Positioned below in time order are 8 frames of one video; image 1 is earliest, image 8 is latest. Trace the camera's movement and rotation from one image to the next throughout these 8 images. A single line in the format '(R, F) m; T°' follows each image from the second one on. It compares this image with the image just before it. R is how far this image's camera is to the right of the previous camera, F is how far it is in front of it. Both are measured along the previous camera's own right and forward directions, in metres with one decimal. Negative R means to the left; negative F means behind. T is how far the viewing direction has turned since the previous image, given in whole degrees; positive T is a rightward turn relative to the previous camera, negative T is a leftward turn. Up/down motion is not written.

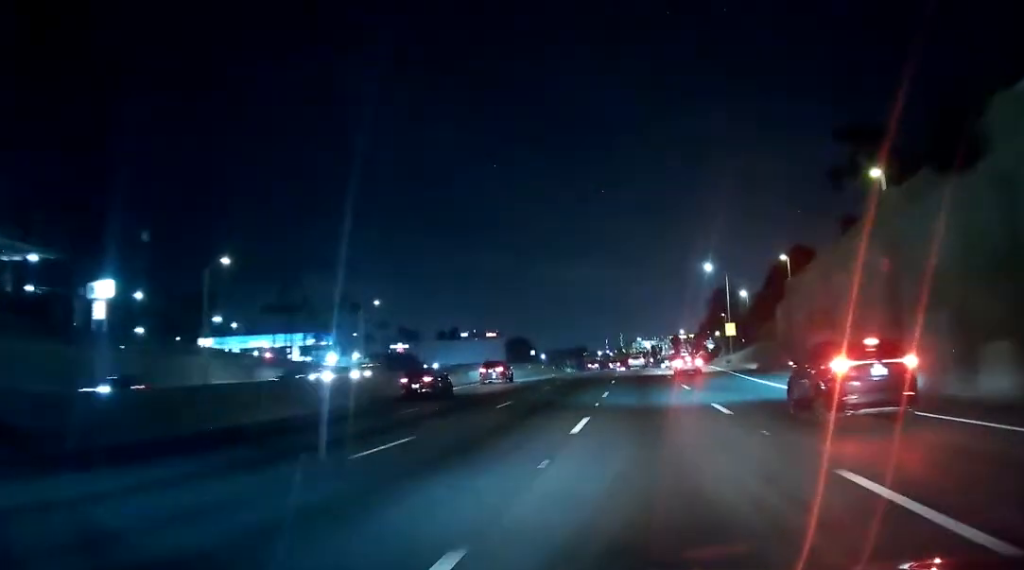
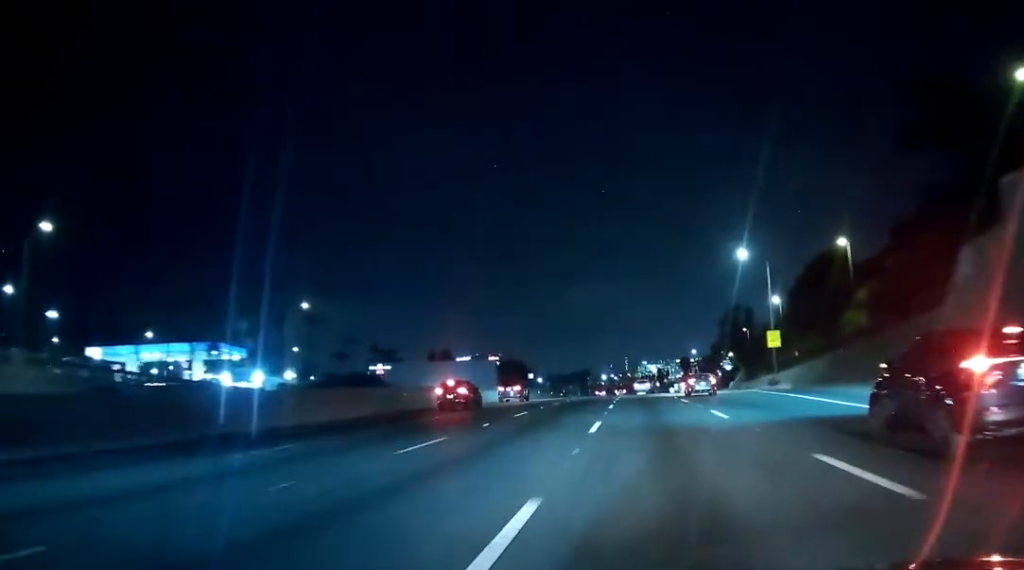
(-0.1, +26.1) m; 0°
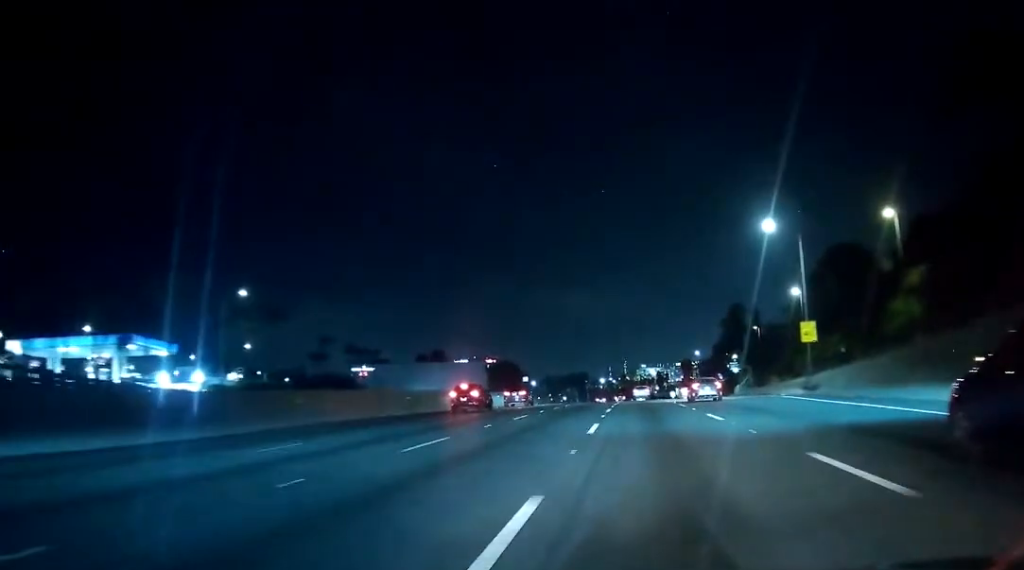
(0.0, +15.0) m; 0°
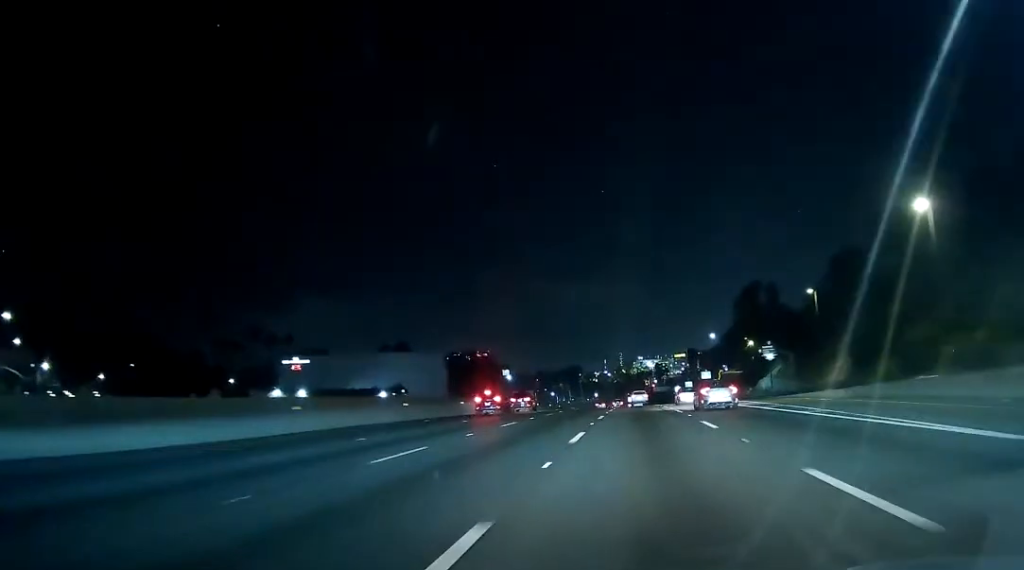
(+0.3, +45.3) m; 0°
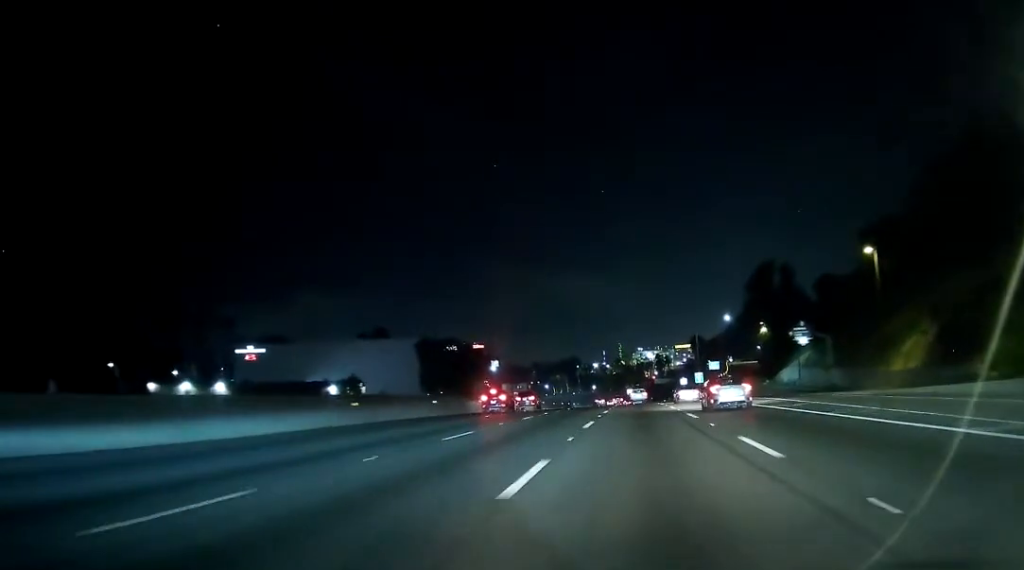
(-0.2, +22.4) m; +1°
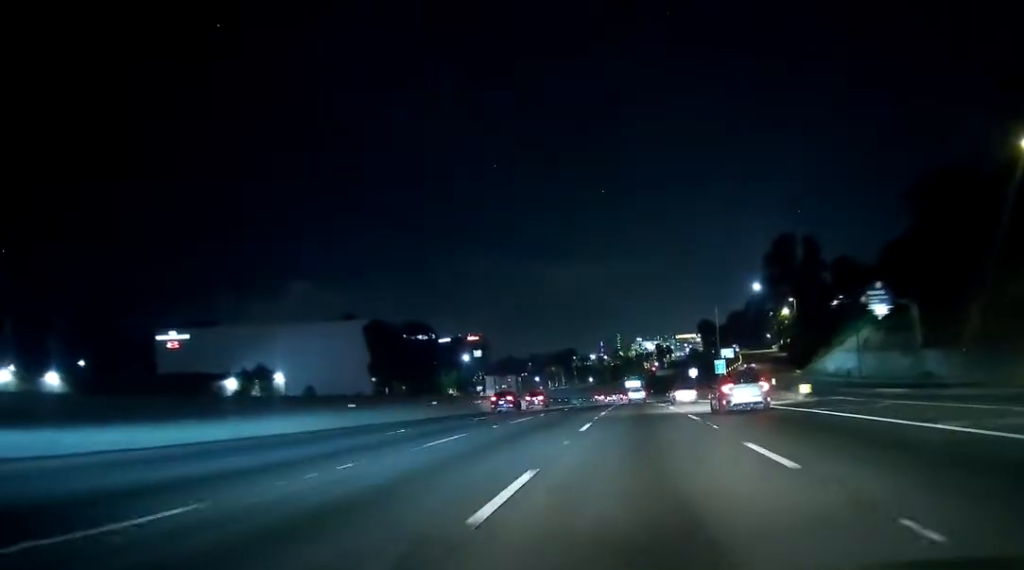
(+0.4, +30.1) m; 0°
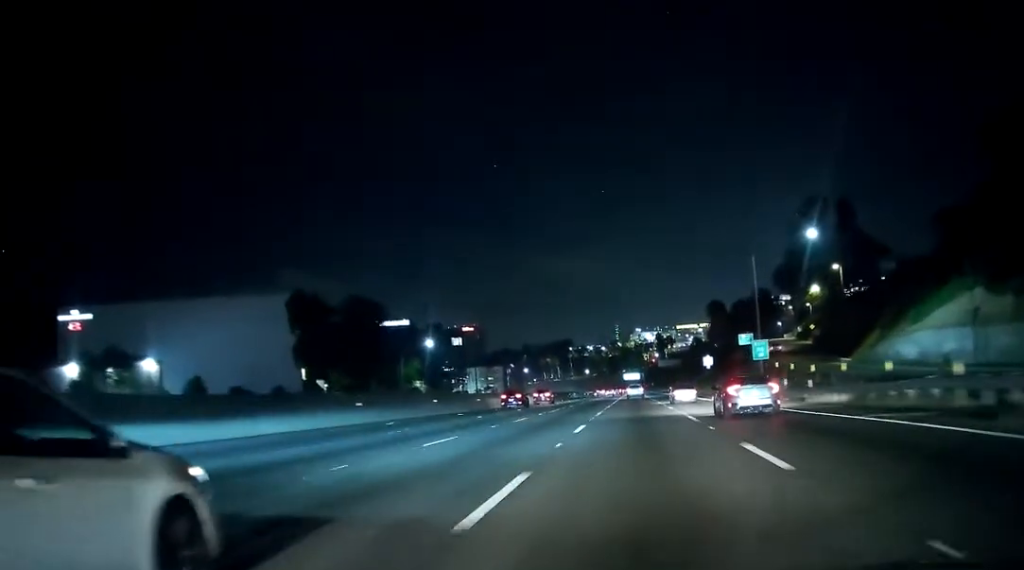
(-0.5, +29.0) m; -1°
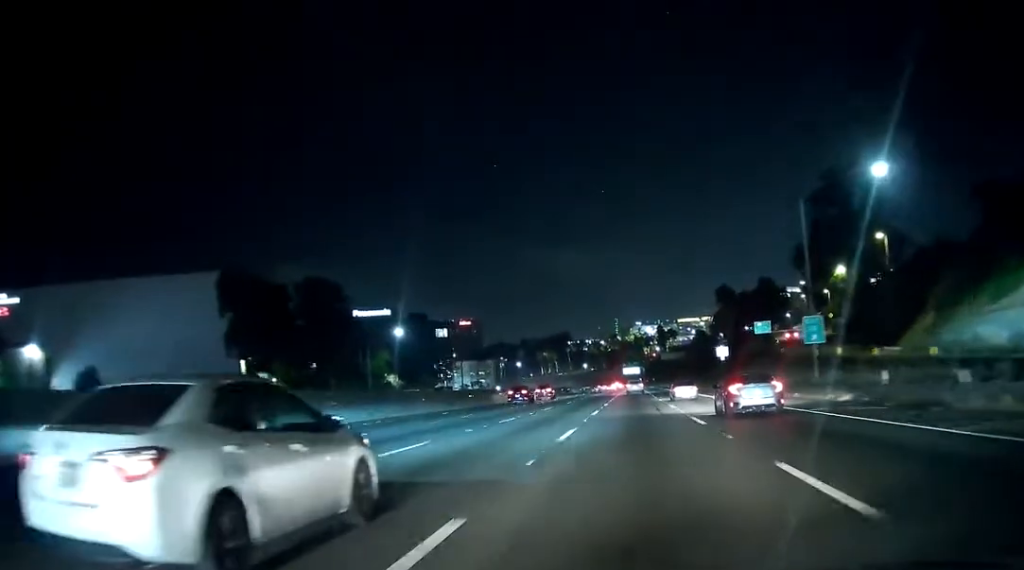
(-0.1, +17.7) m; 0°
